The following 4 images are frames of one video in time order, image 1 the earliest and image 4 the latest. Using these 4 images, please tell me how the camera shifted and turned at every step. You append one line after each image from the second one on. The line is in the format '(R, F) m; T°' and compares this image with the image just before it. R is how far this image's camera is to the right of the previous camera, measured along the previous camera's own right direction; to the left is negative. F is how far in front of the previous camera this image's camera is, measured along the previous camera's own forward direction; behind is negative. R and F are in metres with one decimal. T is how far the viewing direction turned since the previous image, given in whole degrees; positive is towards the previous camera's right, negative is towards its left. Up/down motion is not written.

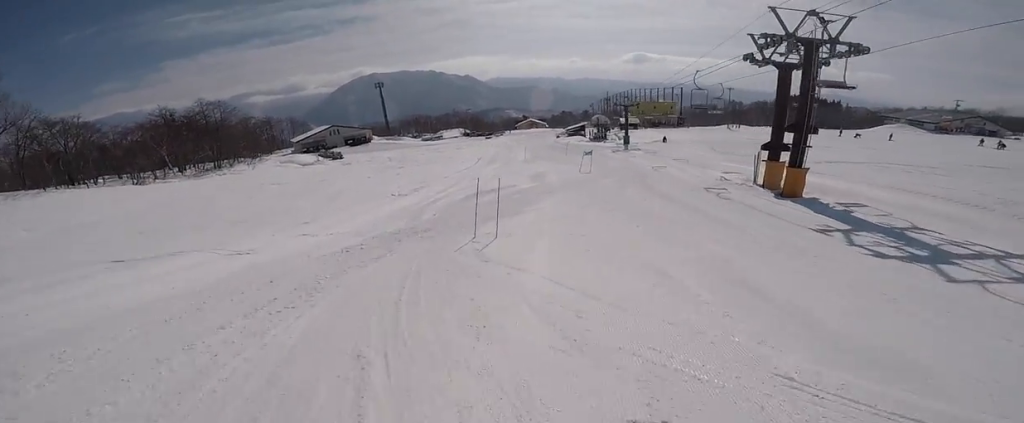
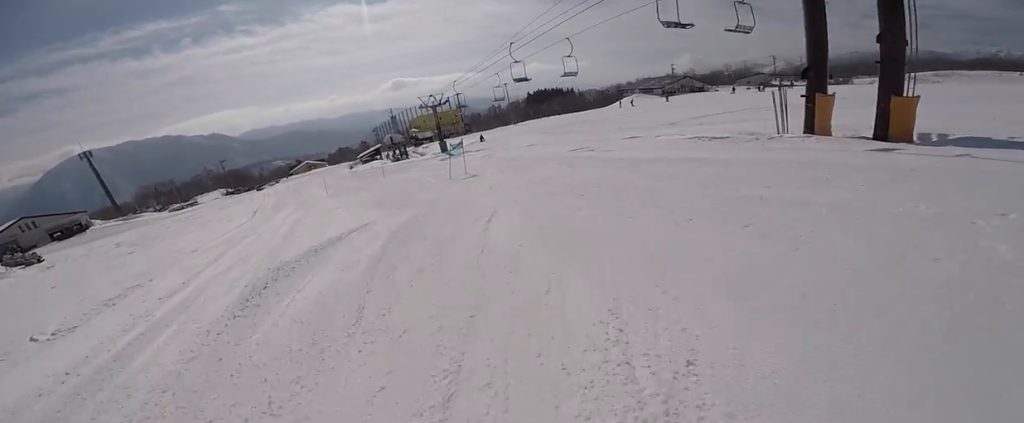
(+5.6, +12.0) m; +34°
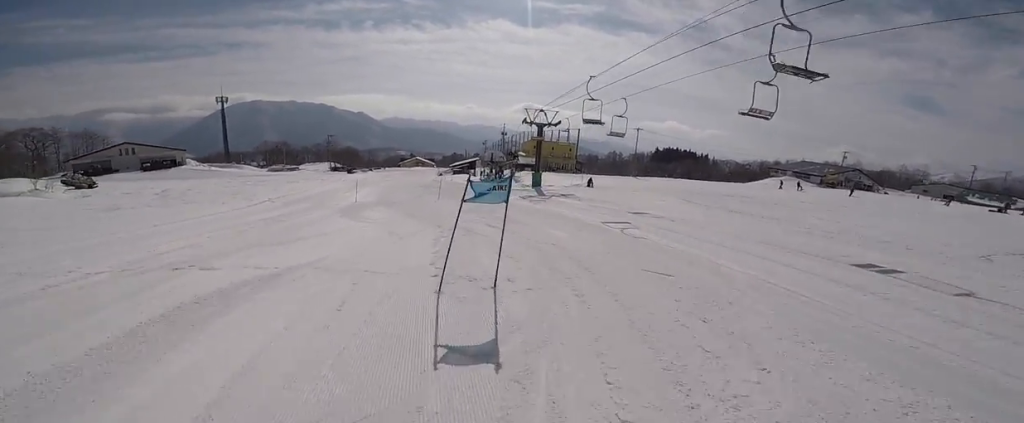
(+0.6, +13.2) m; -14°
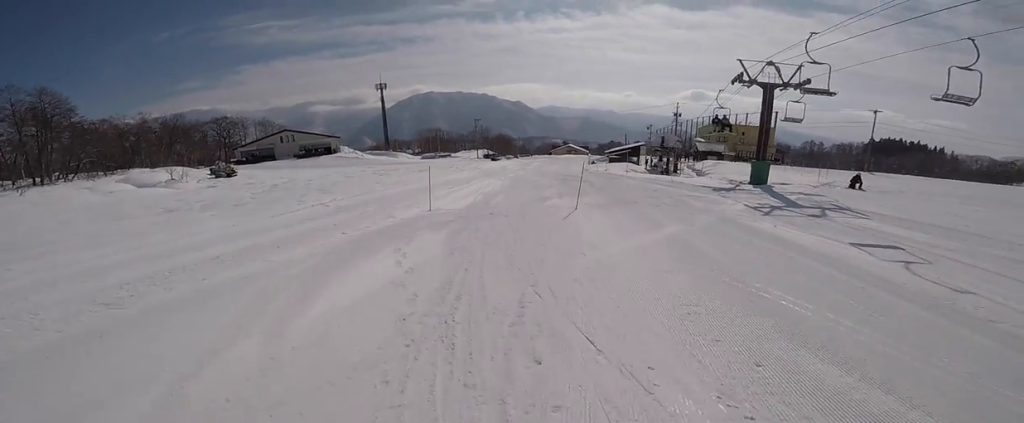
(-2.6, +12.3) m; -13°
